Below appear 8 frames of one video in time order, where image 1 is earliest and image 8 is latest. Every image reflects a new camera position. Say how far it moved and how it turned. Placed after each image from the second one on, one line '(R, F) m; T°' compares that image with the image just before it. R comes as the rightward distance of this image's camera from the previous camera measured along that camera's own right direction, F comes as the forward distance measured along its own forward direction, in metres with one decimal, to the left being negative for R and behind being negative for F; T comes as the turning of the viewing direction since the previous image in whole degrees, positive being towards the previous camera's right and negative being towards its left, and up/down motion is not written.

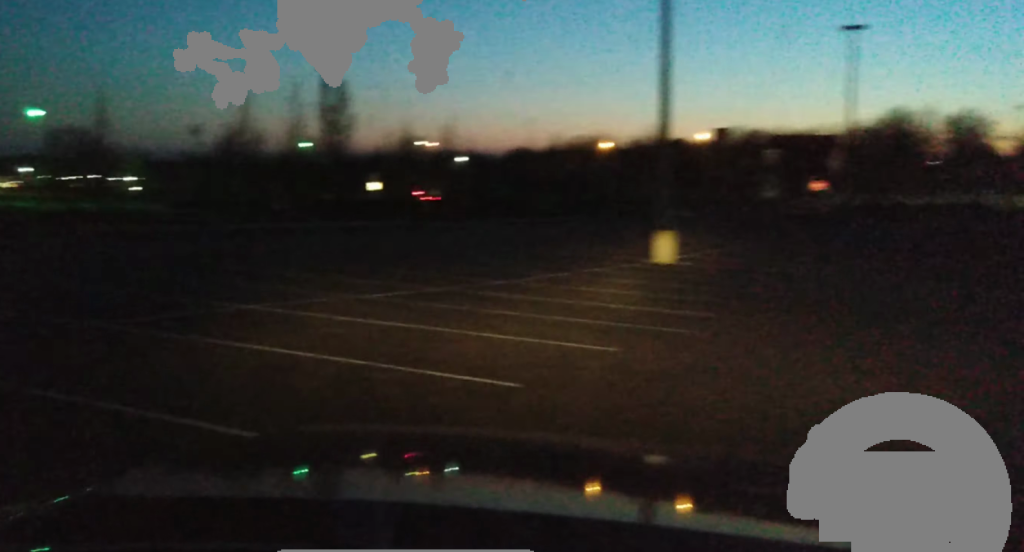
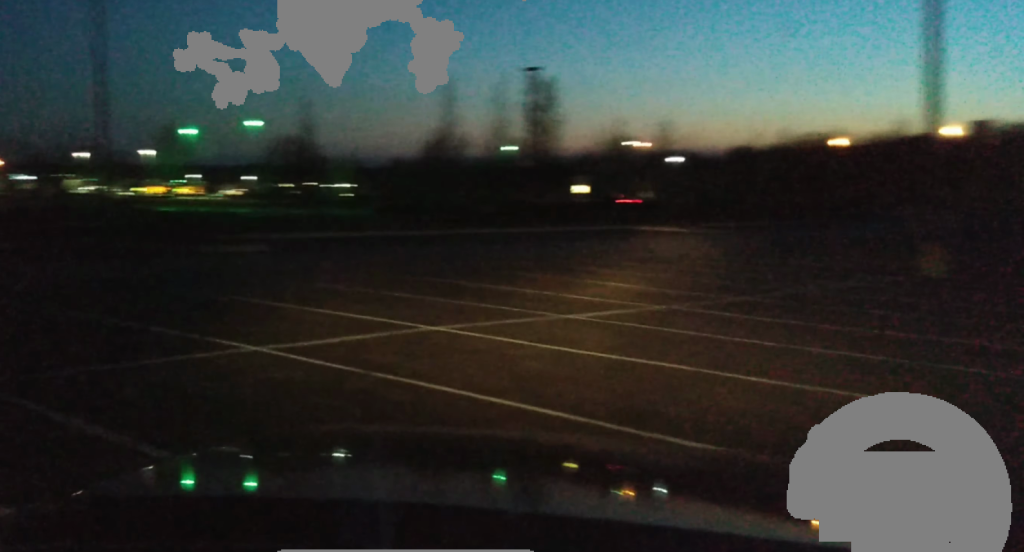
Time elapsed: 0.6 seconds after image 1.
(-0.1, +2.8) m; -12°
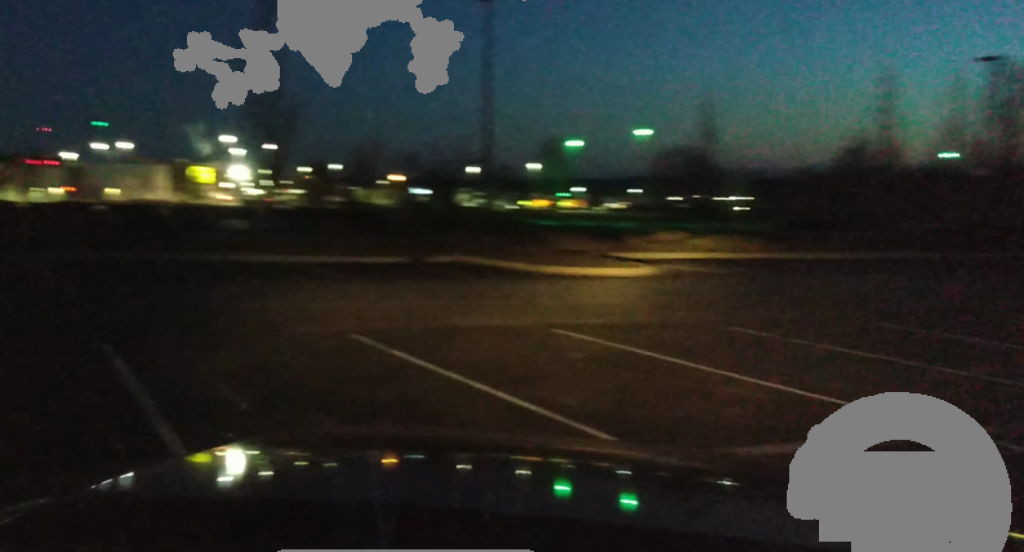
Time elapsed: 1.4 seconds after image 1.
(-0.6, +3.3) m; -18°
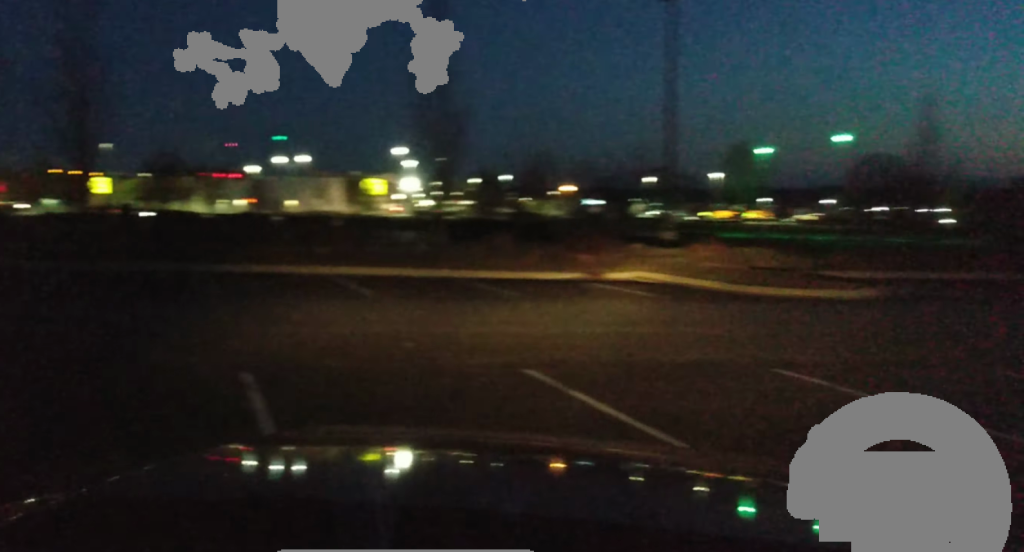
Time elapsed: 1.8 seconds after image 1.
(-0.1, +1.6) m; -9°
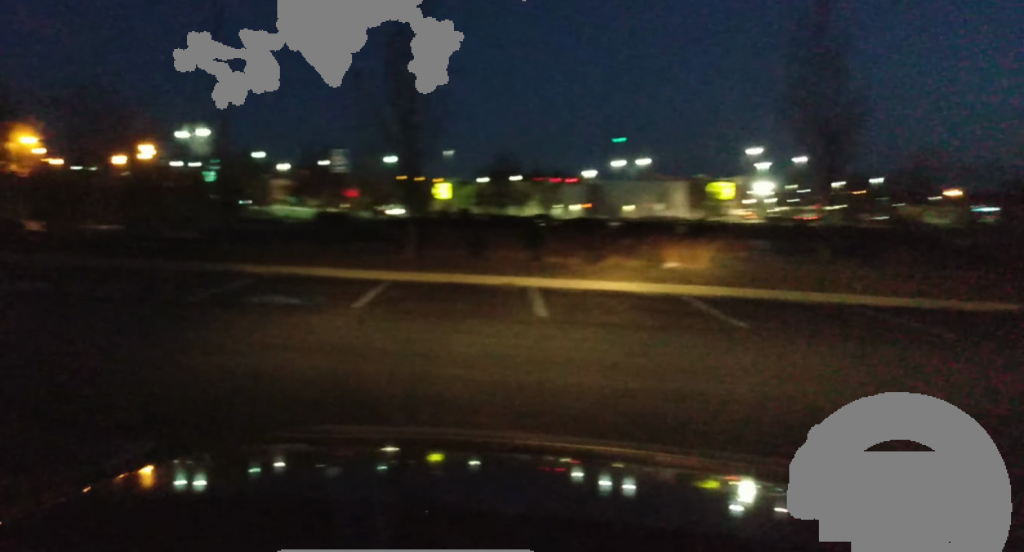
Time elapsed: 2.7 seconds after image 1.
(-0.6, +3.2) m; -19°
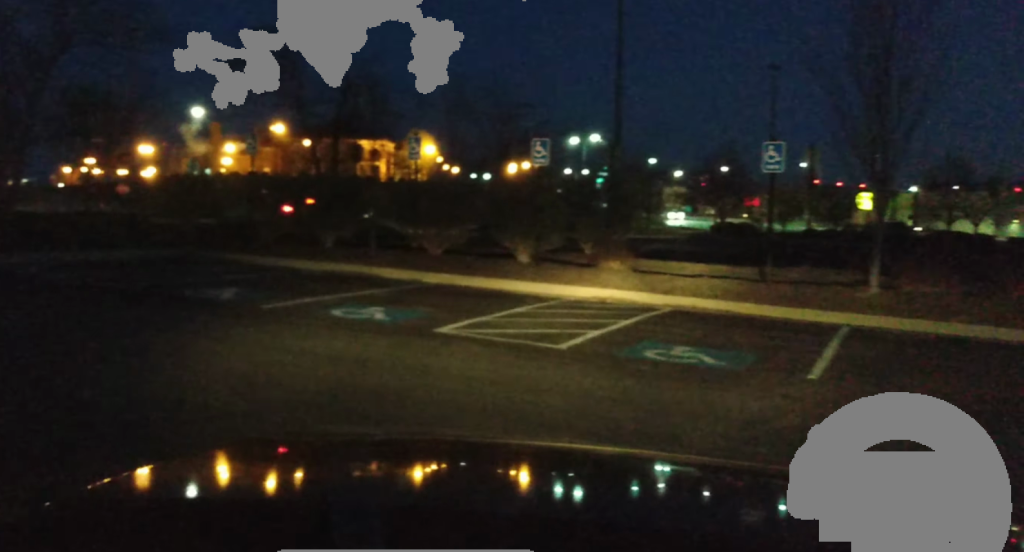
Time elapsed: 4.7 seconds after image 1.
(-1.8, +5.2) m; -38°
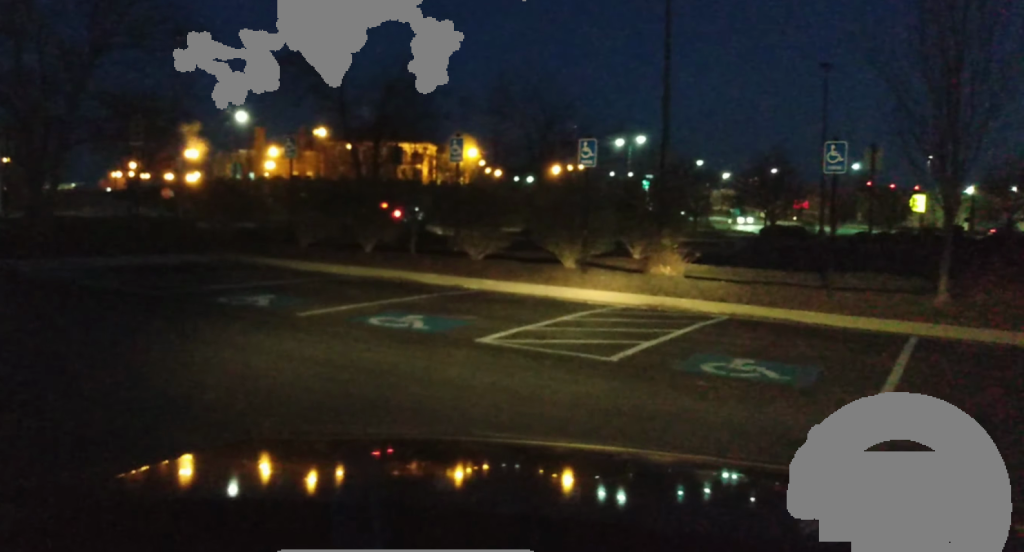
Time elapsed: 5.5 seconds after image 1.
(-0.2, +1.4) m; -12°
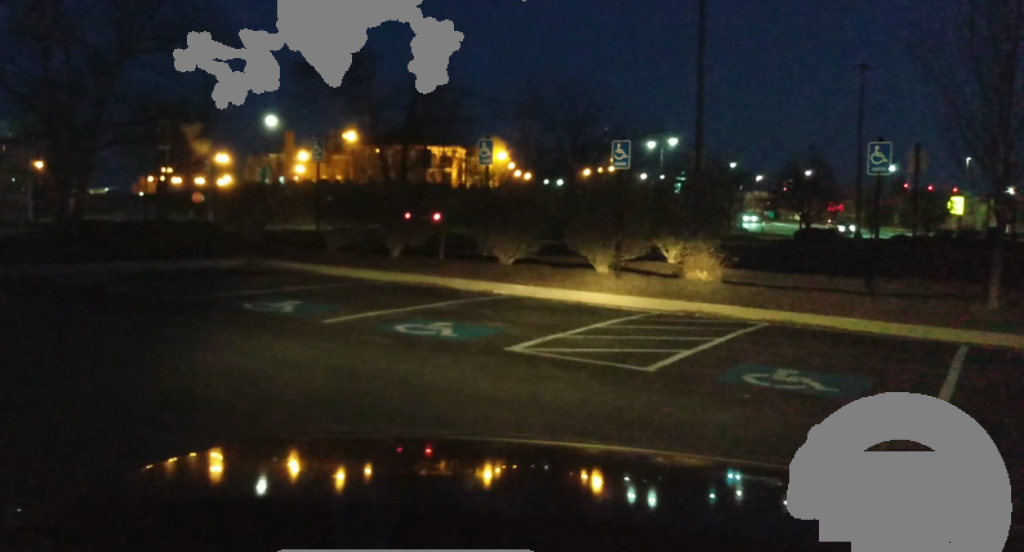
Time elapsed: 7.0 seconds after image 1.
(-0.4, +1.8) m; -2°
